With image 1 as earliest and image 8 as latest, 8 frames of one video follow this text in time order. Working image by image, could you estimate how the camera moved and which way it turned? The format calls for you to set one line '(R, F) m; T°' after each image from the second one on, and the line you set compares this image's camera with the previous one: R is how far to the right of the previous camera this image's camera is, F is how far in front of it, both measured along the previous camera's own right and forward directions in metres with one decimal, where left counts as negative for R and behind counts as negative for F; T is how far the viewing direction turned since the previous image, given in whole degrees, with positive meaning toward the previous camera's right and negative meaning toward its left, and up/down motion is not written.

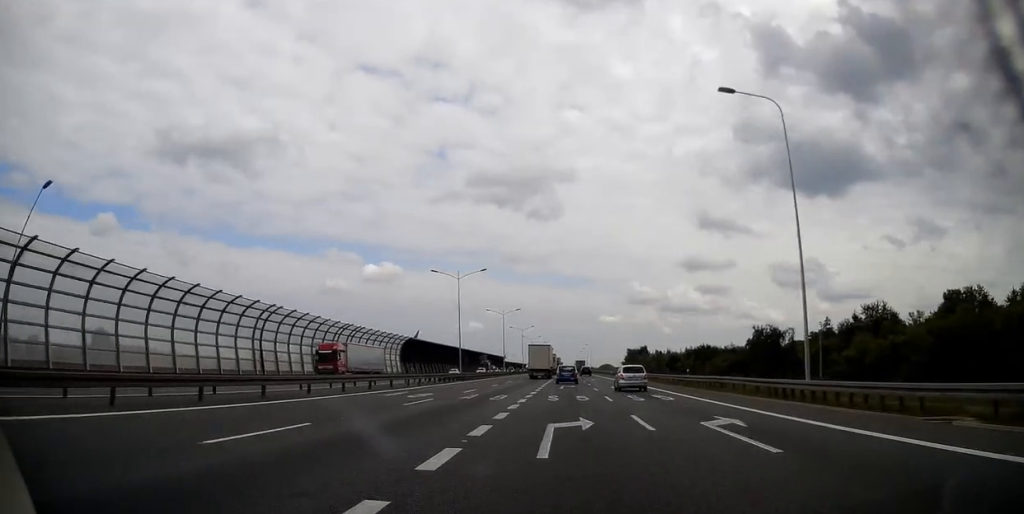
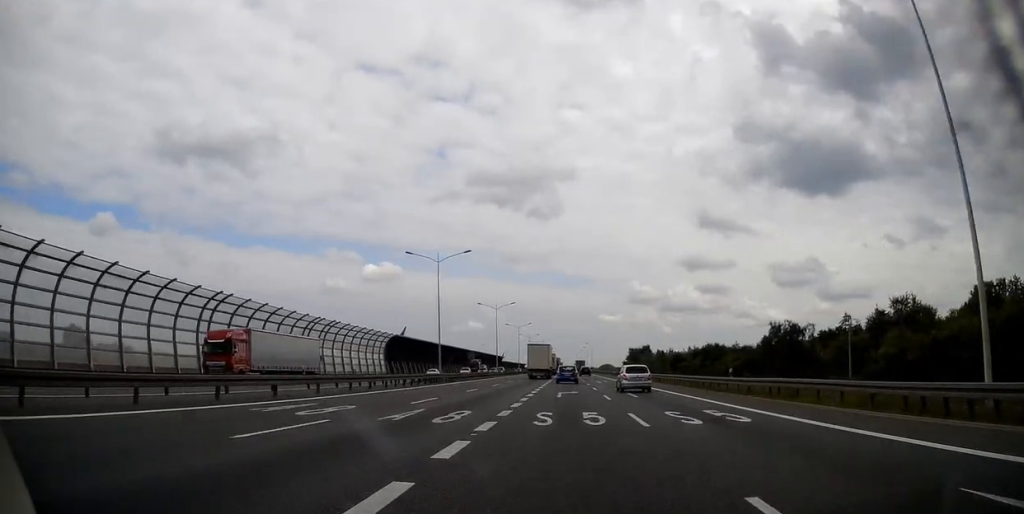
(-0.2, +11.1) m; 0°
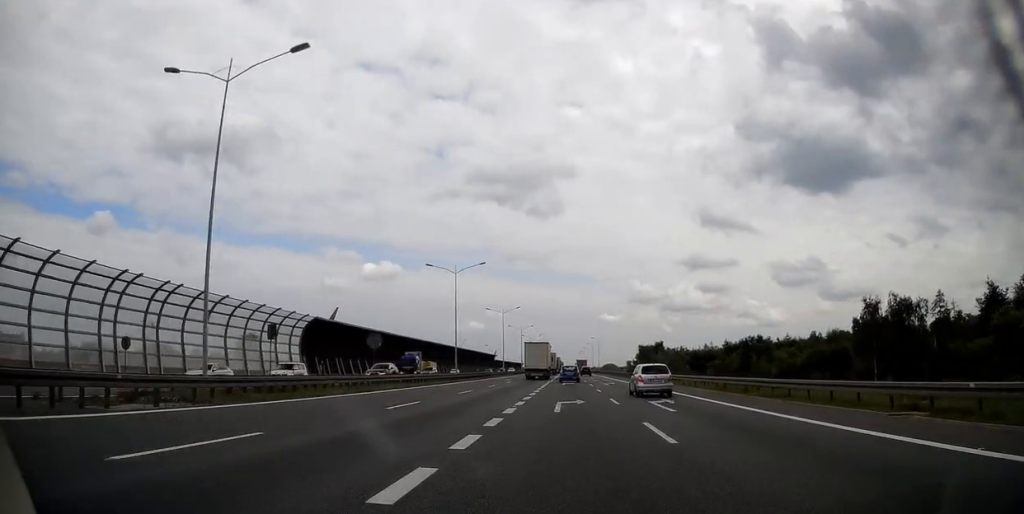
(+0.3, +39.5) m; 0°
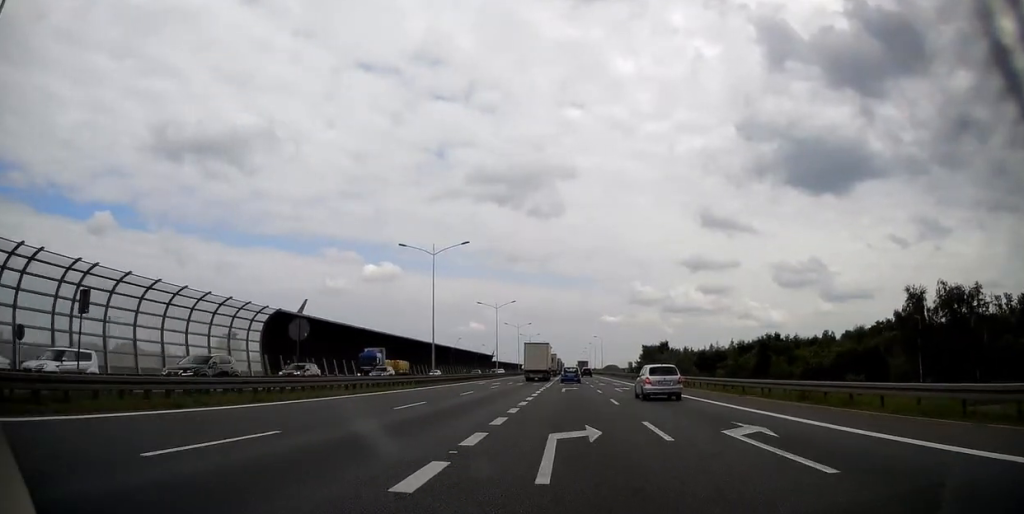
(-0.2, +11.4) m; 0°
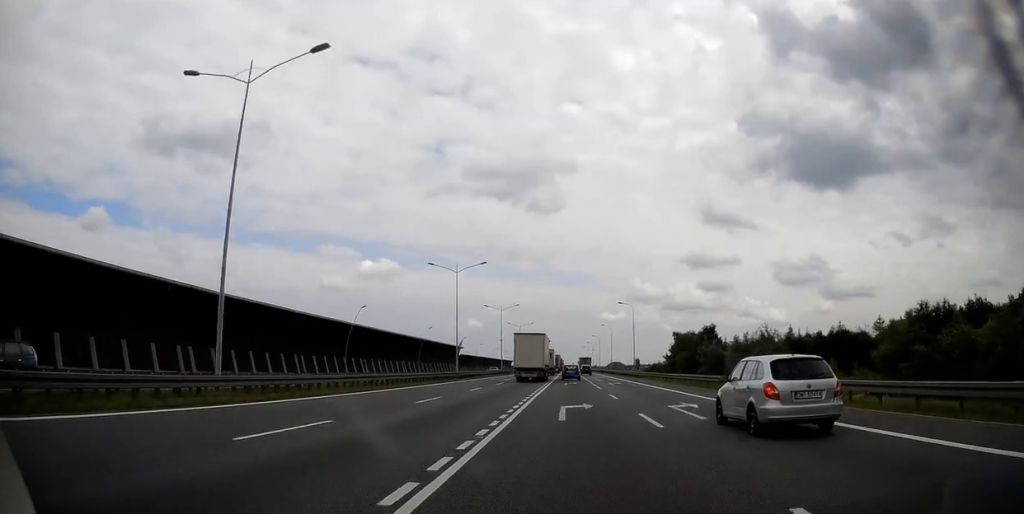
(-0.1, +80.8) m; 0°
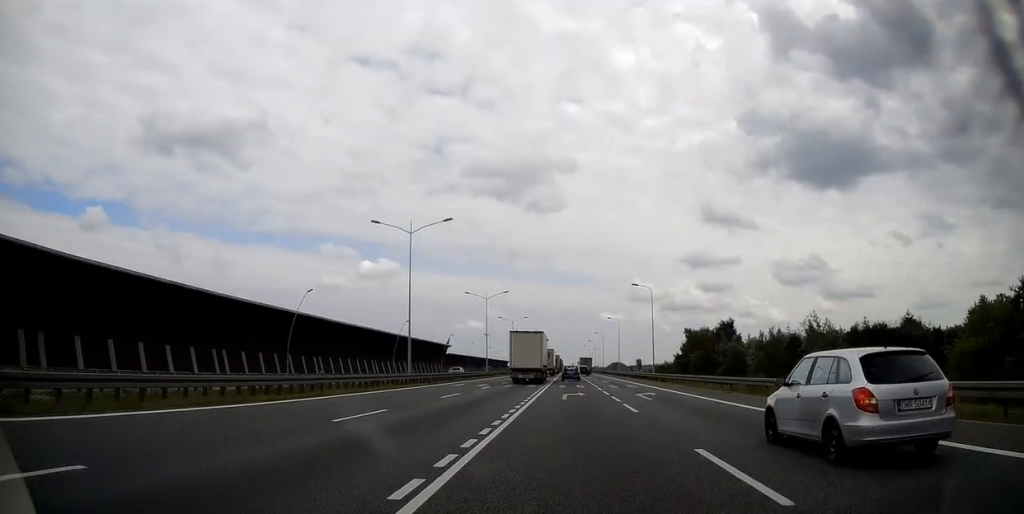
(+0.2, +19.7) m; +1°
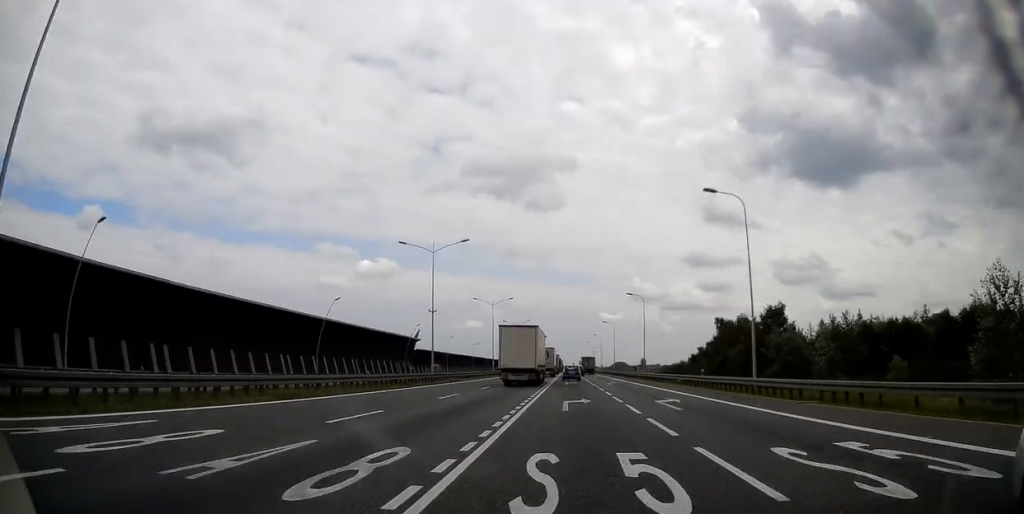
(0.0, +36.7) m; 0°
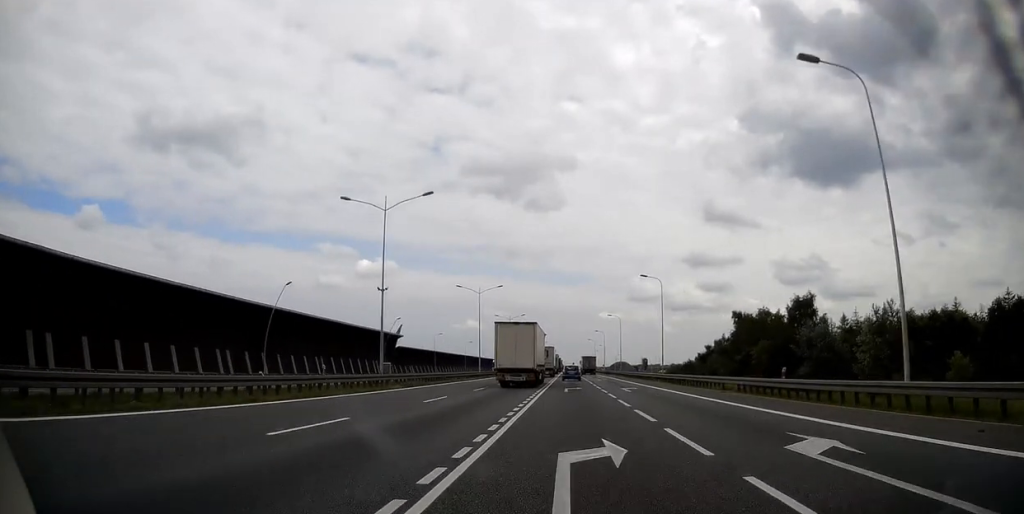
(0.0, +14.9) m; 0°
